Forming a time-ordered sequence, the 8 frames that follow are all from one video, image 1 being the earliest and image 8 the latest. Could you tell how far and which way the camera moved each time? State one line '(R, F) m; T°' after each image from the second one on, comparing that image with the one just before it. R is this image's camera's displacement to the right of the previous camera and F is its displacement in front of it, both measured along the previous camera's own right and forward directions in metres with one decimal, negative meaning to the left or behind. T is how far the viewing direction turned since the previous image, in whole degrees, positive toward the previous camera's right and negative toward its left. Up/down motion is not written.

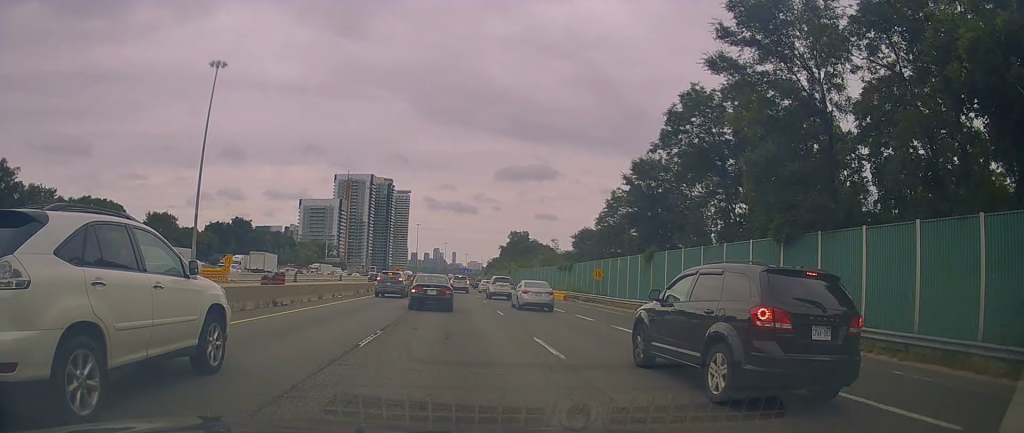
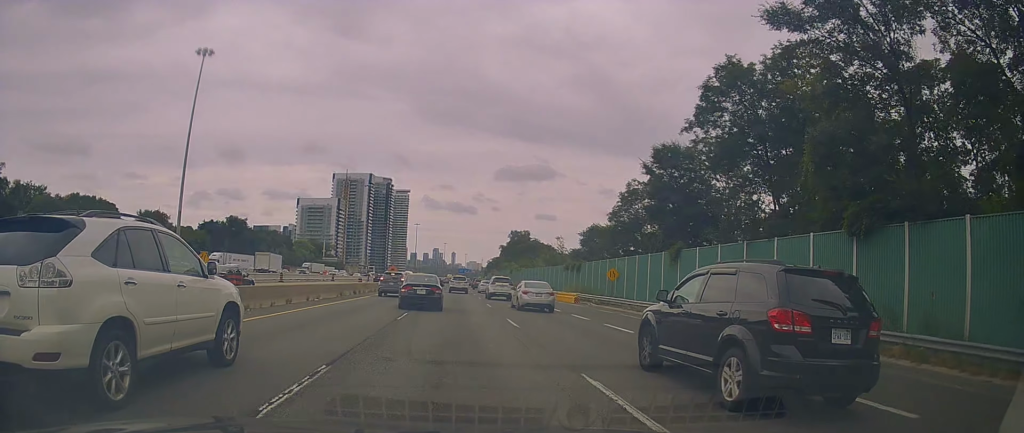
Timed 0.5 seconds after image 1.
(0.0, +5.2) m; 0°
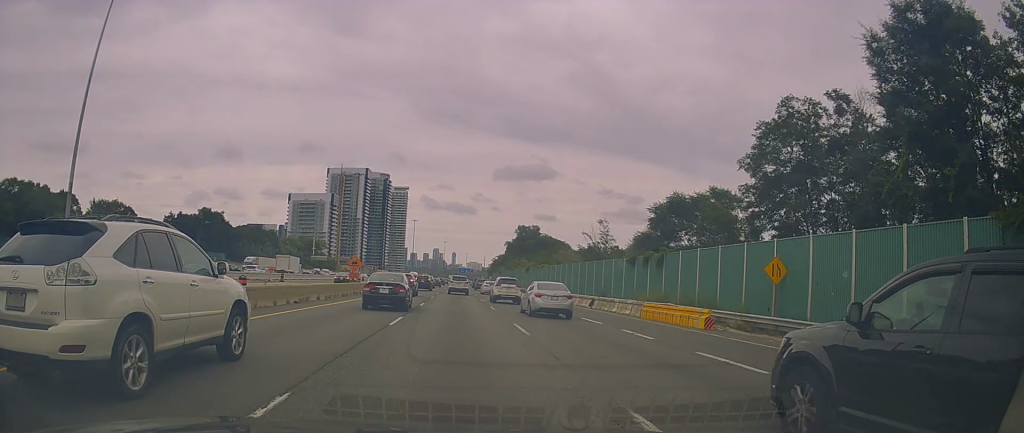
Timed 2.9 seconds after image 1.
(-0.3, +24.6) m; -2°
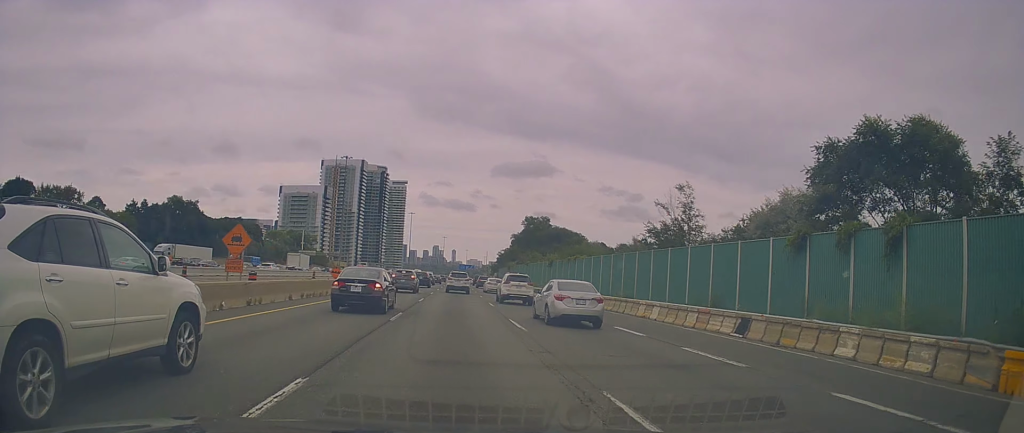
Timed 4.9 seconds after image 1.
(+0.3, +22.7) m; +1°
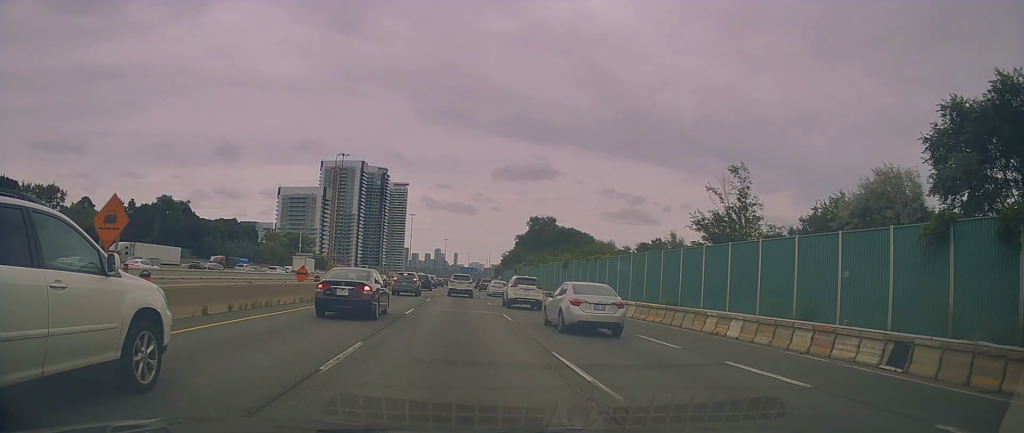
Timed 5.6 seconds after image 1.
(-0.2, +7.9) m; 0°
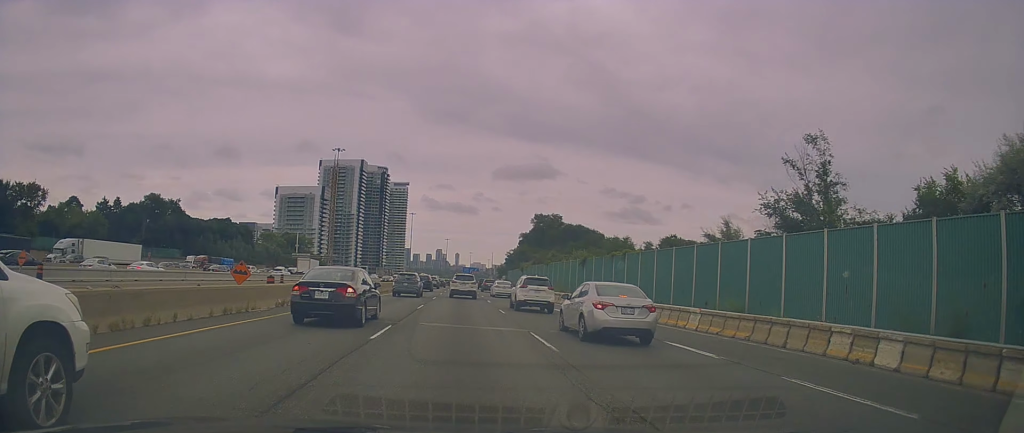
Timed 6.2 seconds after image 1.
(+0.4, +7.6) m; +1°
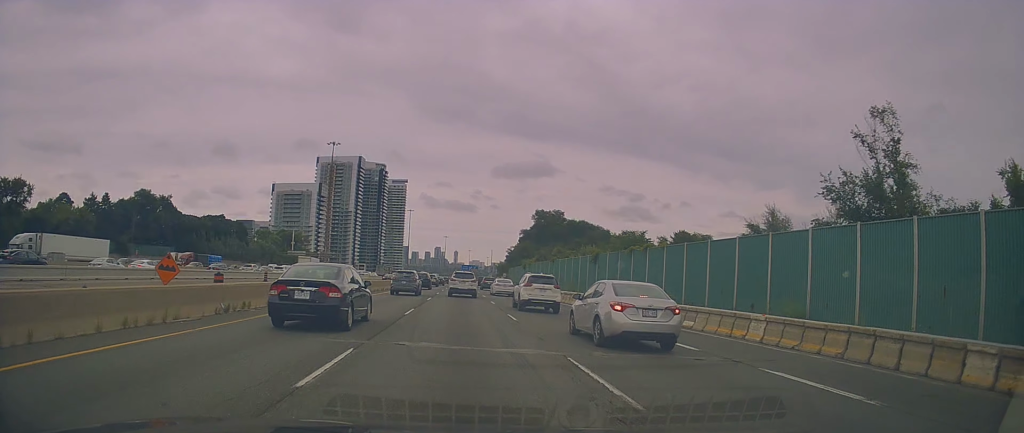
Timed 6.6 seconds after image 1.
(0.0, +4.9) m; 0°
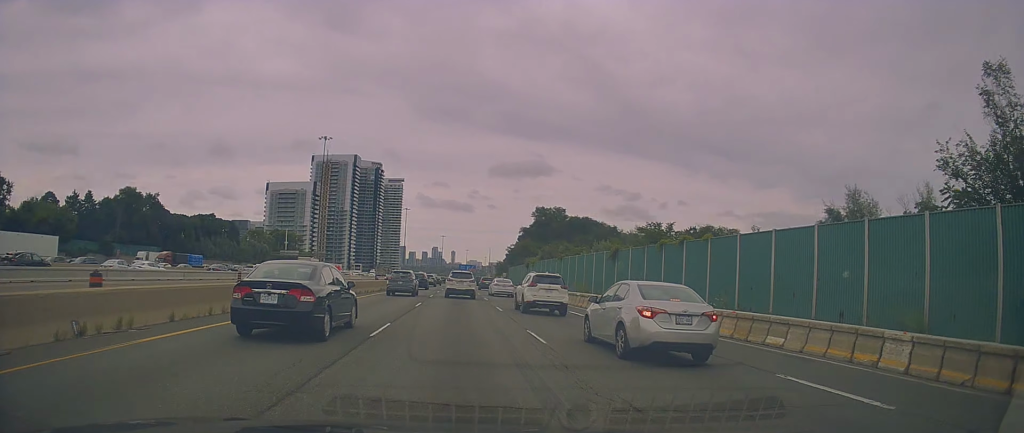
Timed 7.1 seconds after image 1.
(-0.2, +6.7) m; -1°
